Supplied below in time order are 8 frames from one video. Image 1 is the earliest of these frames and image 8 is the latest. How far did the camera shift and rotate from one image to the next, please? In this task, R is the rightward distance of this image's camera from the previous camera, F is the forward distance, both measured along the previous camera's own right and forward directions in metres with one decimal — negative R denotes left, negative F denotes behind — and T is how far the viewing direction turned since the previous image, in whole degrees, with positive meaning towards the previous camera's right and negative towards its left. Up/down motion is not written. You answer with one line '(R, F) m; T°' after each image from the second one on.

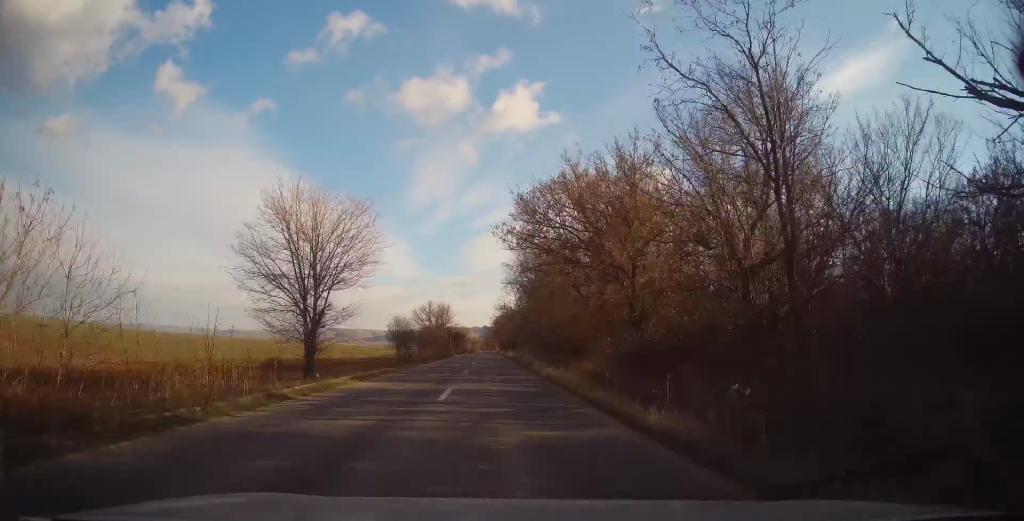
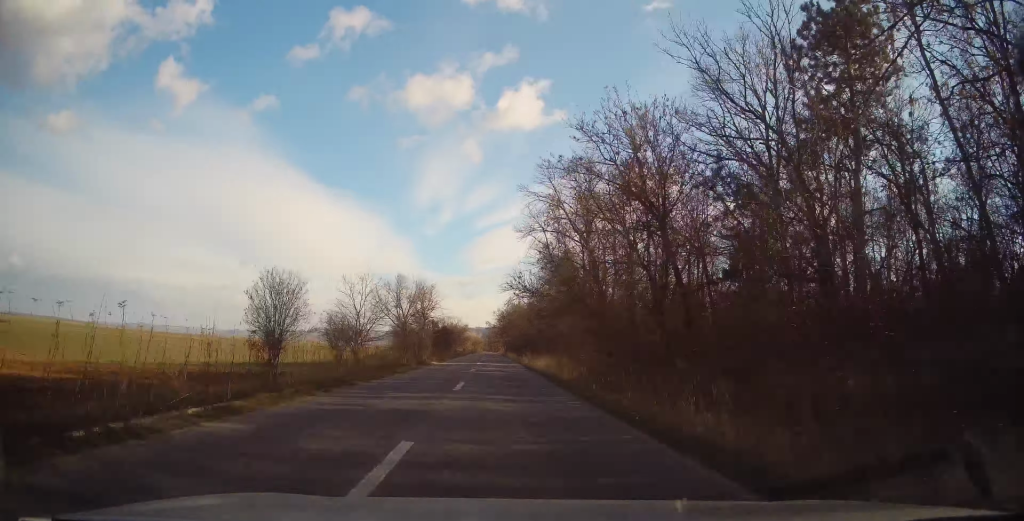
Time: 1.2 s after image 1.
(-0.5, +32.1) m; -1°
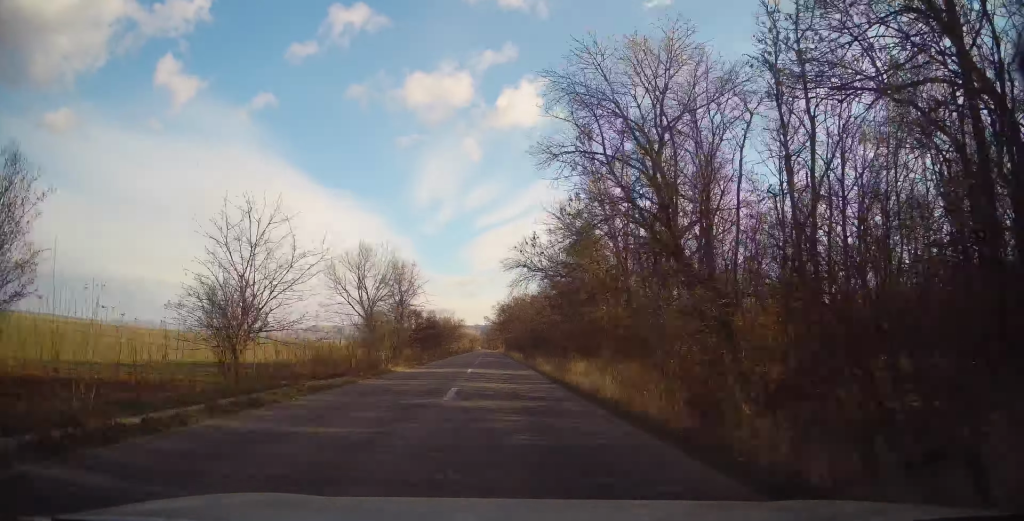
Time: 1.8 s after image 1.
(-0.1, +15.9) m; 0°
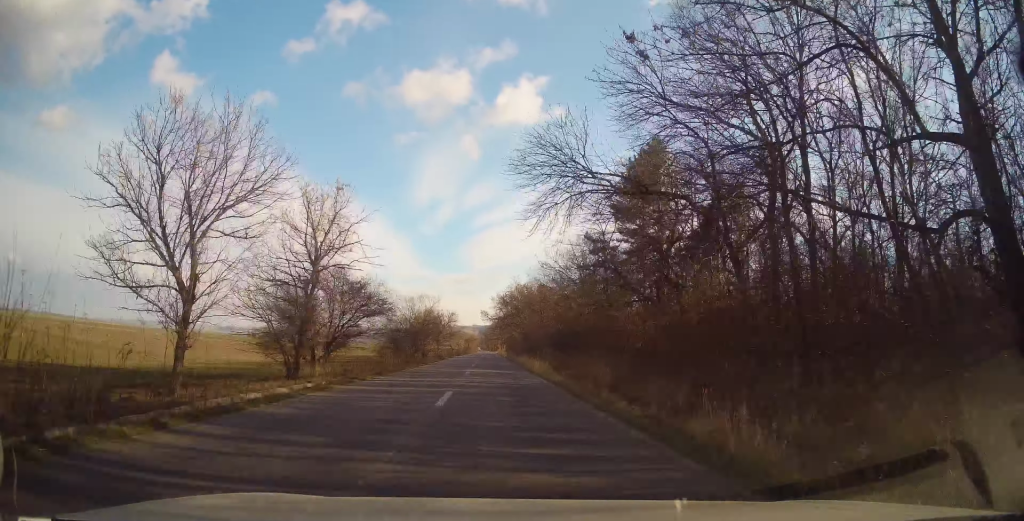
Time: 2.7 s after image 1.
(+0.3, +24.1) m; +1°
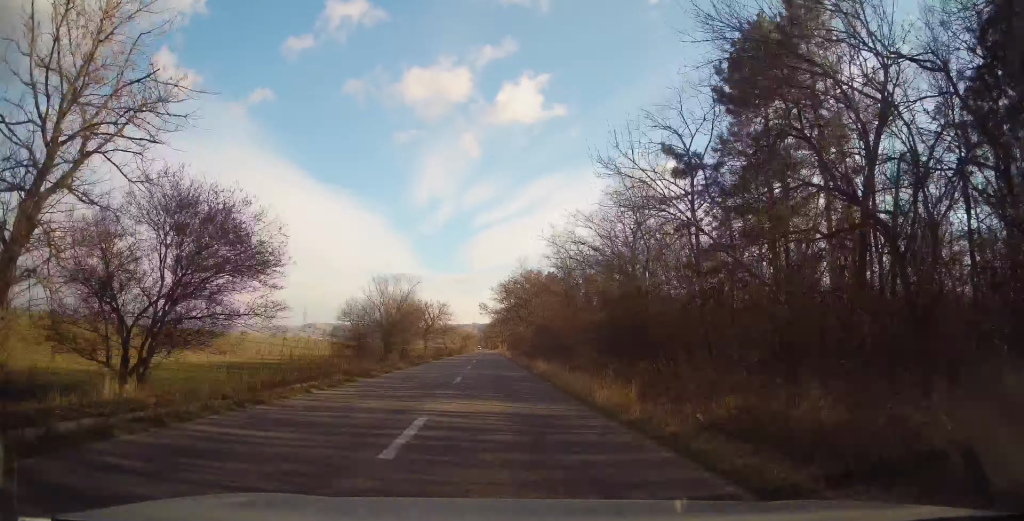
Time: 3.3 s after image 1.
(+0.1, +17.1) m; 0°
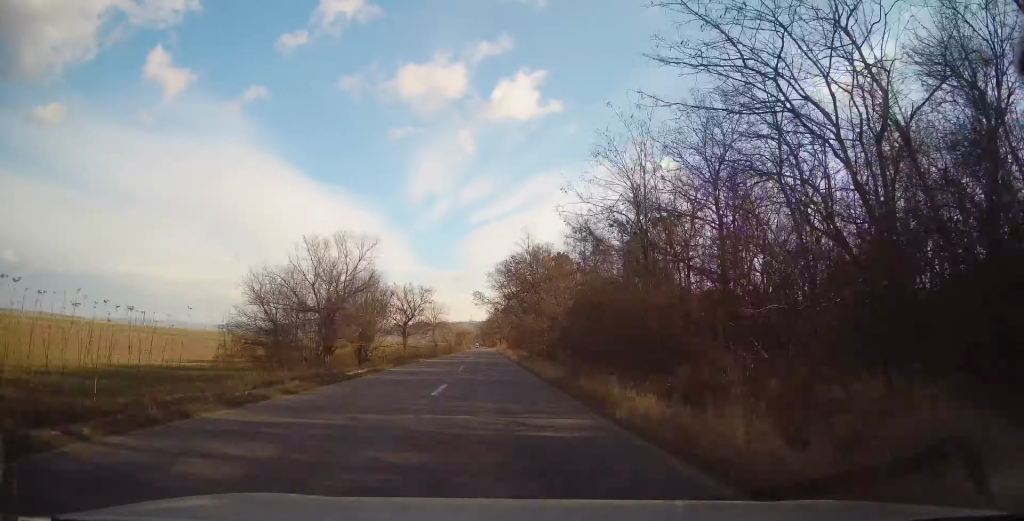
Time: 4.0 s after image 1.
(+0.1, +17.9) m; 0°
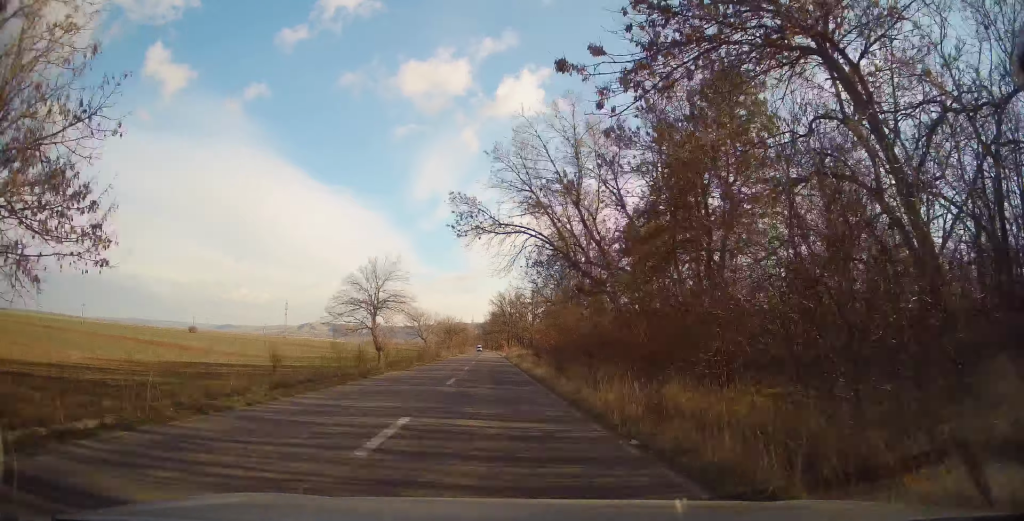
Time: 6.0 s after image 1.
(0.0, +54.3) m; 0°
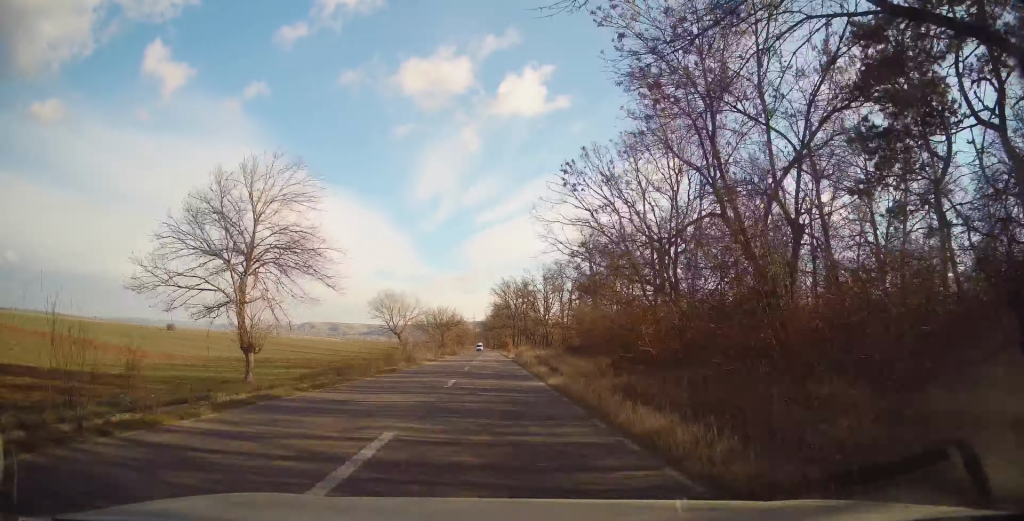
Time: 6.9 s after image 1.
(-0.3, +25.5) m; -1°
